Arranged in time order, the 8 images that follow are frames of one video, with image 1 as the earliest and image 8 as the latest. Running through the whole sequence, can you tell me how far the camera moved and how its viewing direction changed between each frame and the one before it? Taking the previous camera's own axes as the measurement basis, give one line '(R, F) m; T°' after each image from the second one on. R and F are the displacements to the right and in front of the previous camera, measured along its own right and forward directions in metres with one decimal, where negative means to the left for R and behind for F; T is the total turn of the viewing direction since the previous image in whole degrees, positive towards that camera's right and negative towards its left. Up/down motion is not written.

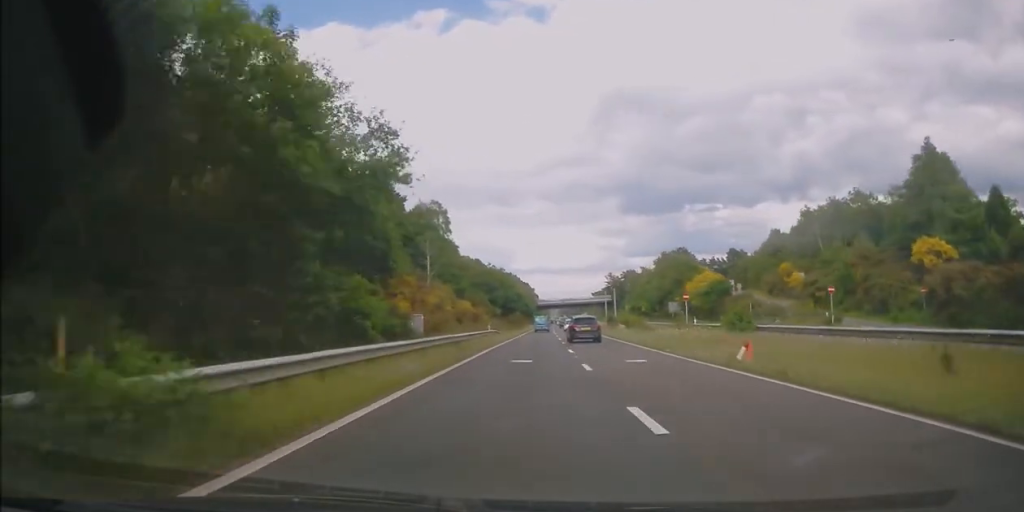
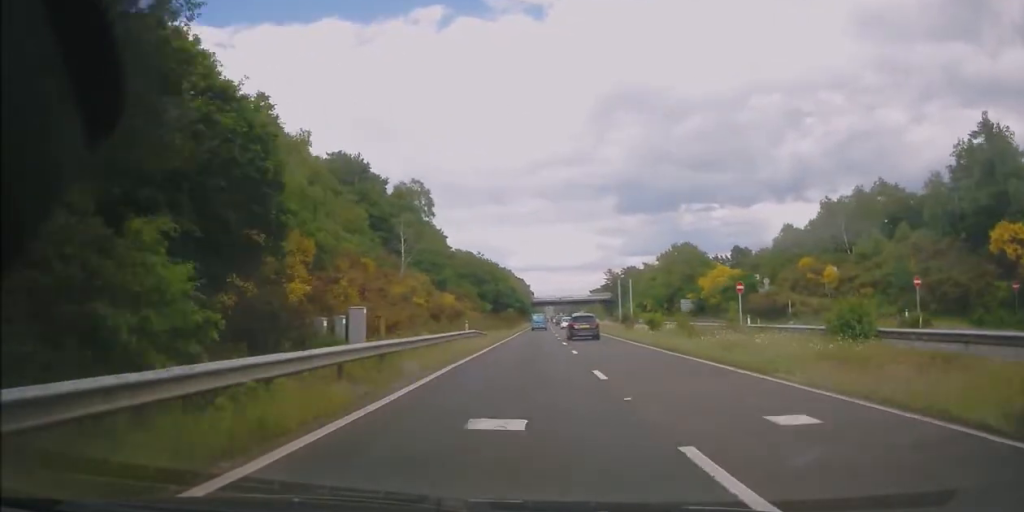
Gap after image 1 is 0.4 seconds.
(+0.1, +12.3) m; +1°
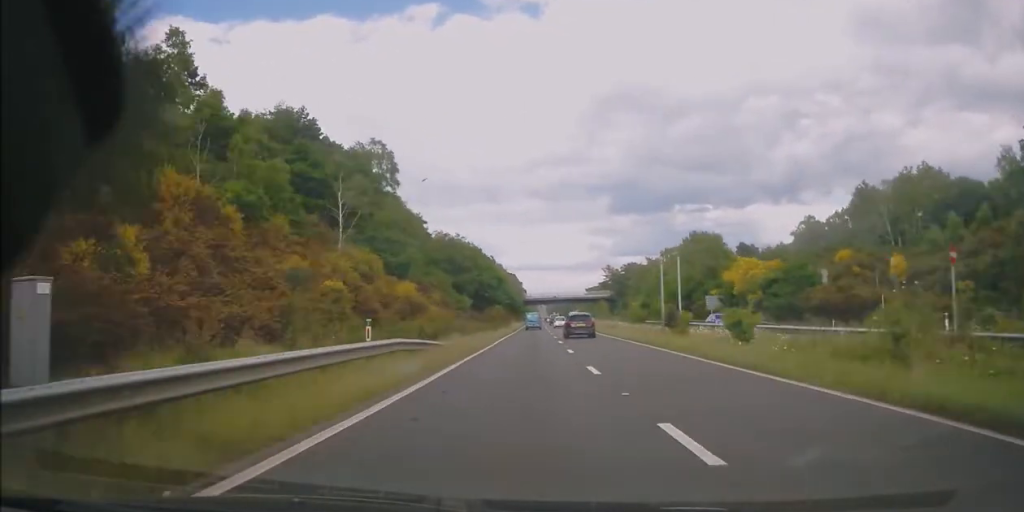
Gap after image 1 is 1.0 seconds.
(+0.1, +17.0) m; 0°
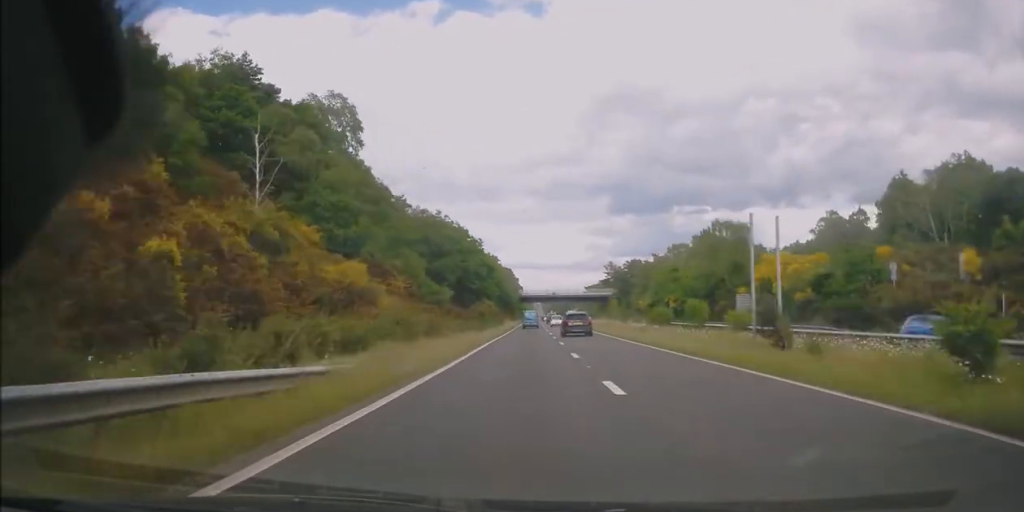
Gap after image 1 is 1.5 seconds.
(+0.1, +13.2) m; 0°
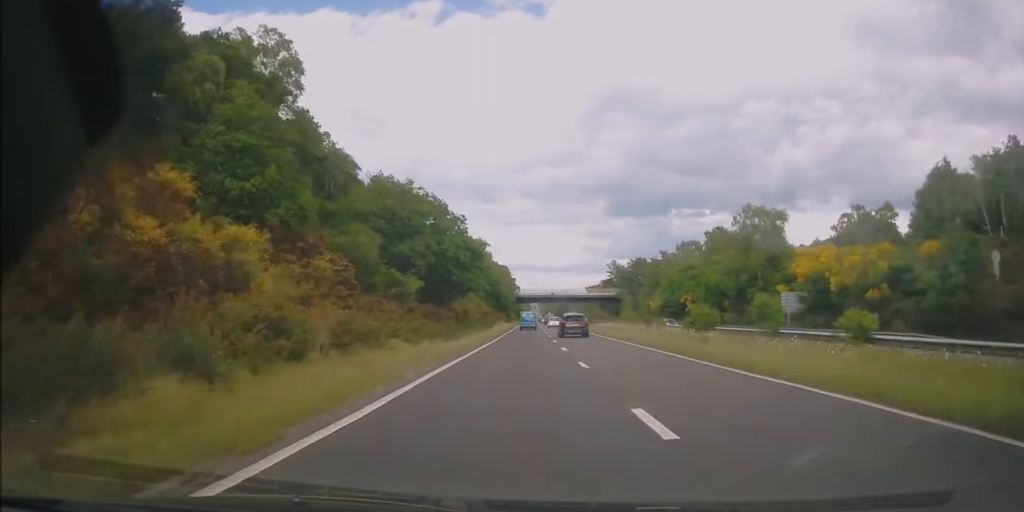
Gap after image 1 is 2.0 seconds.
(0.0, +13.1) m; 0°
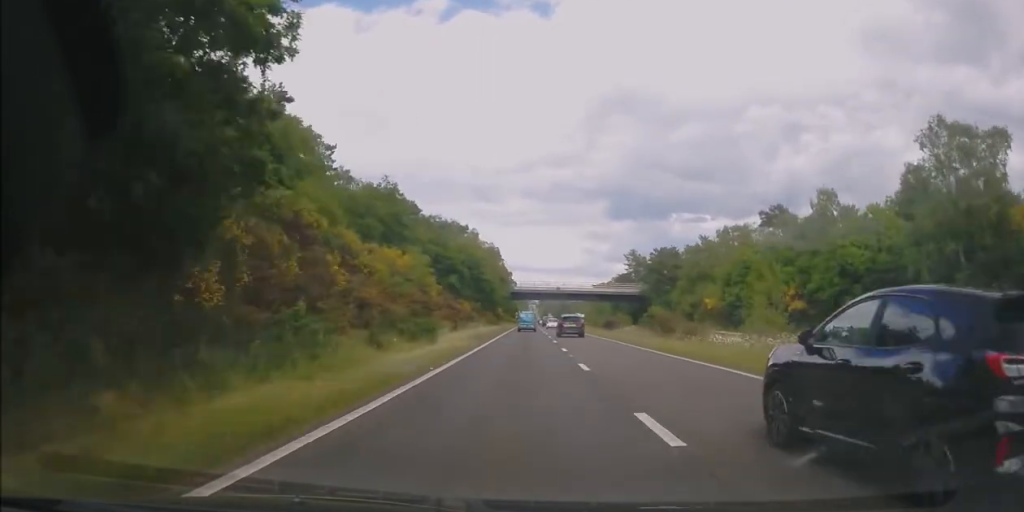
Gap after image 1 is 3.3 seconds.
(+0.2, +37.2) m; +1°
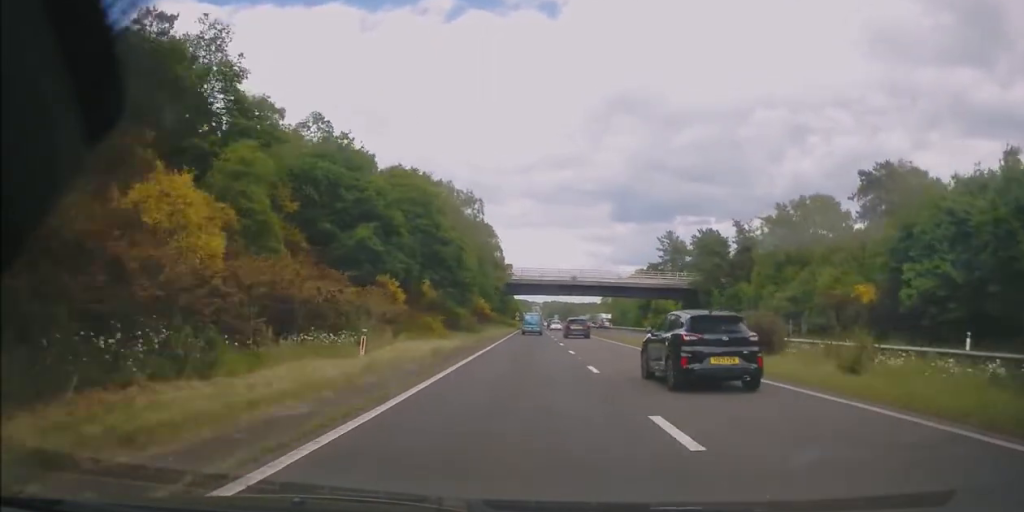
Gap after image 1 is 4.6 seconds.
(-0.1, +37.1) m; 0°
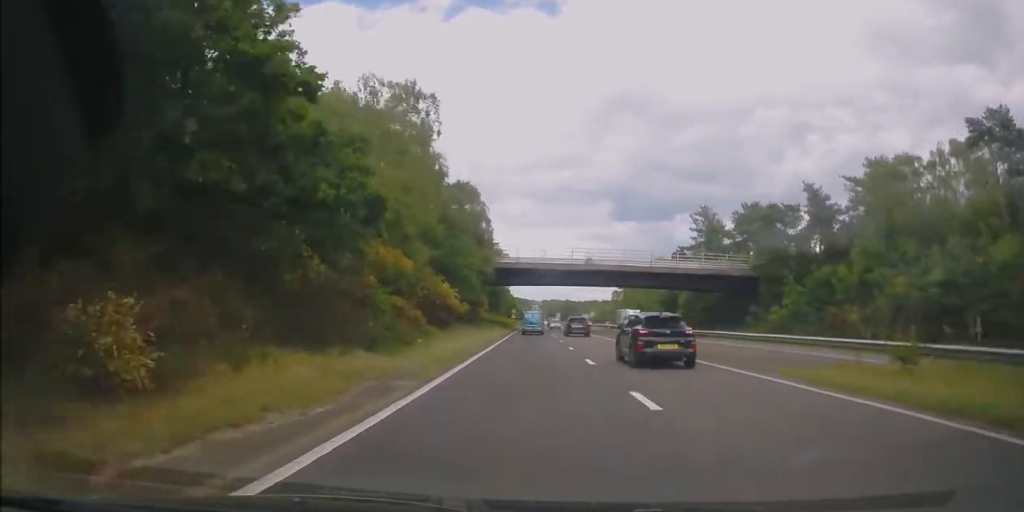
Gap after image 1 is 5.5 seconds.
(+0.2, +25.0) m; 0°
